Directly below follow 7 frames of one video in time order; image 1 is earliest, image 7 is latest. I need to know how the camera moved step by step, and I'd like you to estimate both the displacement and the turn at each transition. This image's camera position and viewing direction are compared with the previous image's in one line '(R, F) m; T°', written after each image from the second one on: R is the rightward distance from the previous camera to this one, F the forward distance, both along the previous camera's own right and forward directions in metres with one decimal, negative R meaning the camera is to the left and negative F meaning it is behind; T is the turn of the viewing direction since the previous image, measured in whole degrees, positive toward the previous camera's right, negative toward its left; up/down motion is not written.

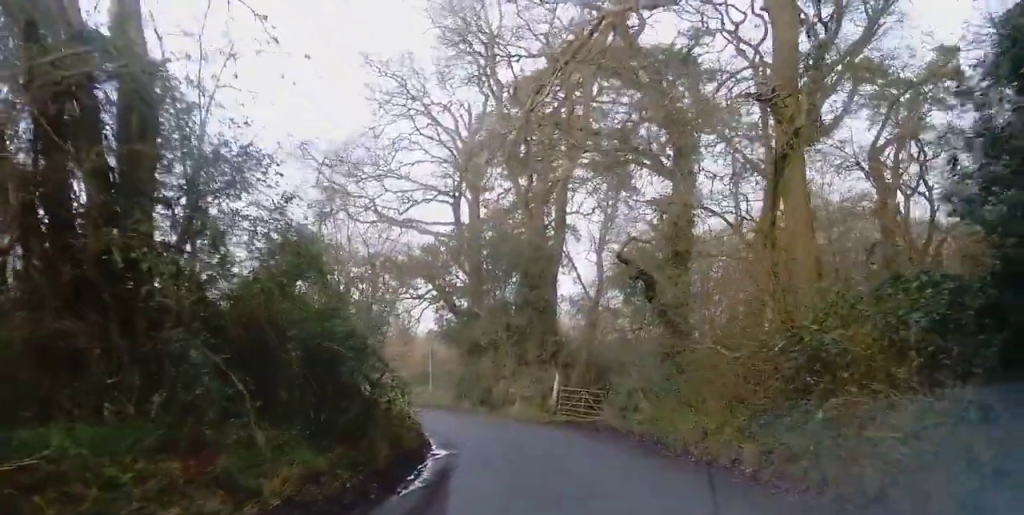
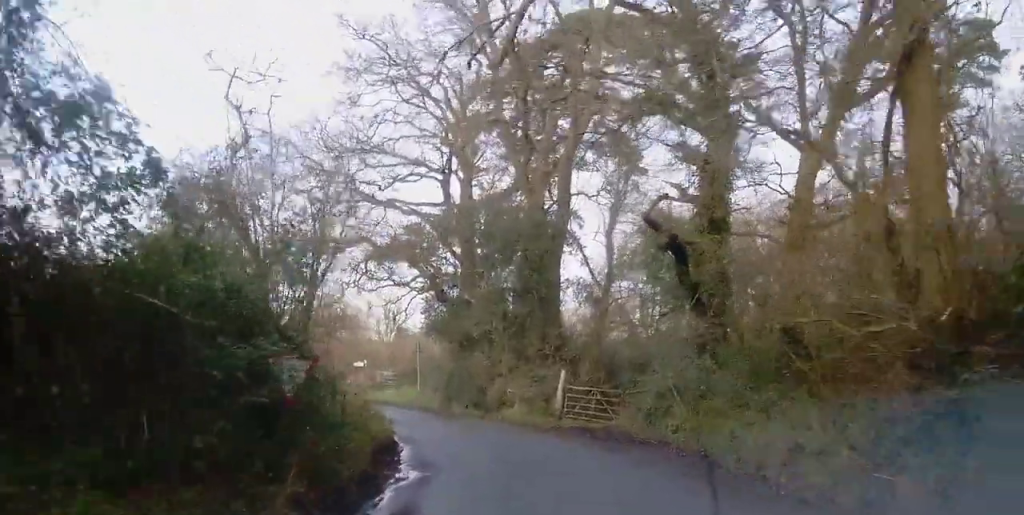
(-0.1, +4.5) m; -1°
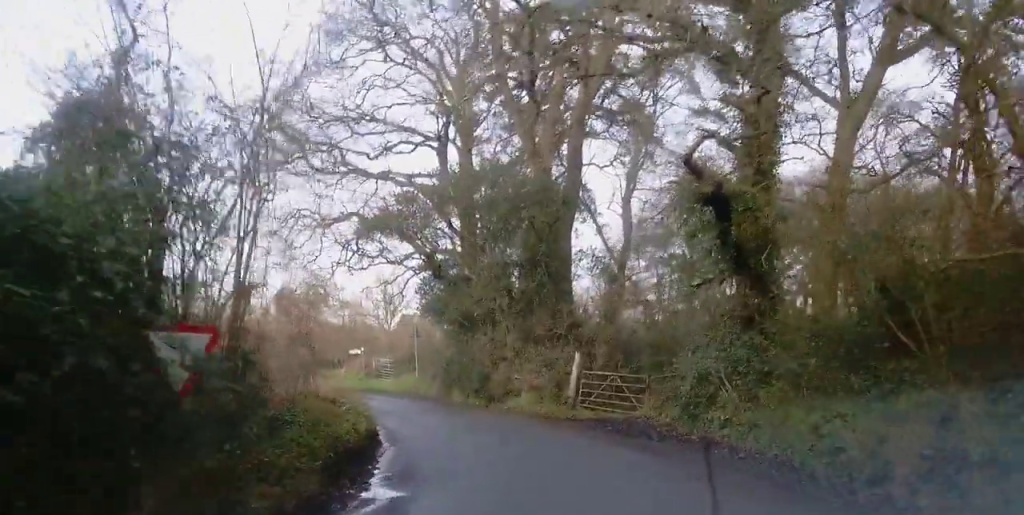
(0.0, +3.2) m; -1°
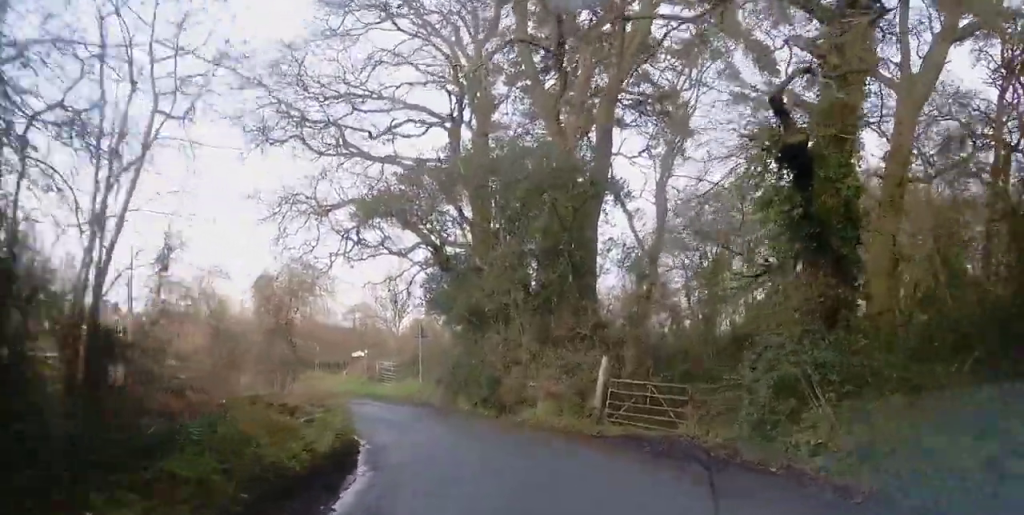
(0.0, +3.4) m; -1°
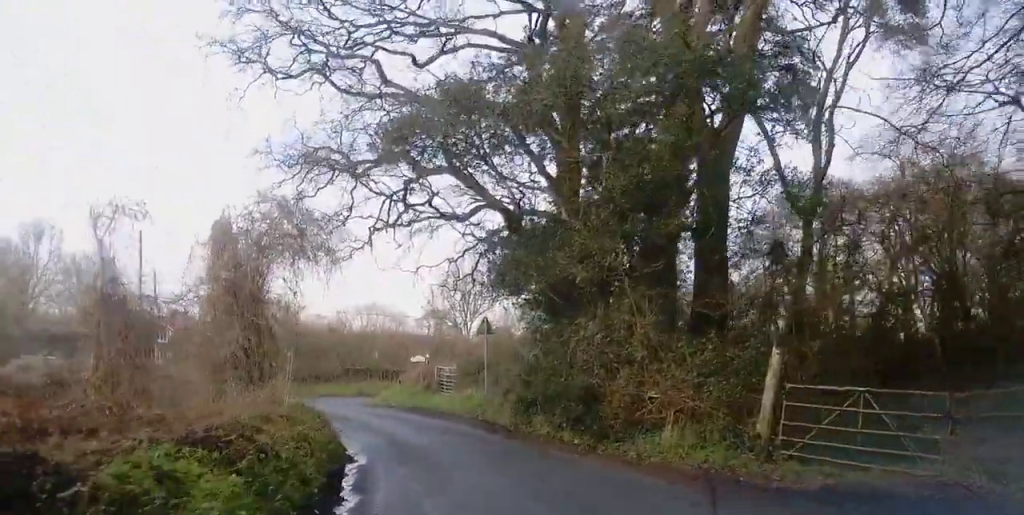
(-0.3, +7.8) m; -6°
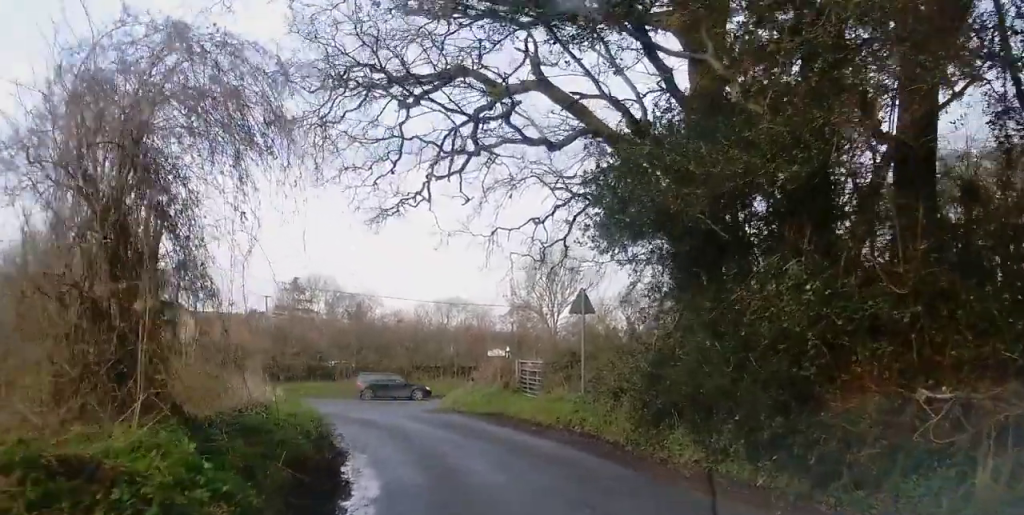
(-0.5, +7.0) m; -6°
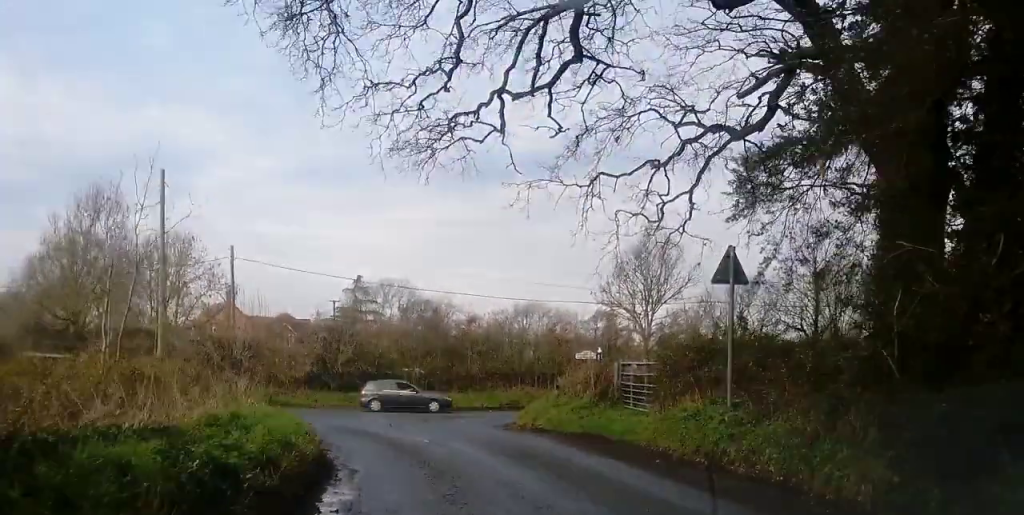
(-0.3, +6.7) m; -6°
